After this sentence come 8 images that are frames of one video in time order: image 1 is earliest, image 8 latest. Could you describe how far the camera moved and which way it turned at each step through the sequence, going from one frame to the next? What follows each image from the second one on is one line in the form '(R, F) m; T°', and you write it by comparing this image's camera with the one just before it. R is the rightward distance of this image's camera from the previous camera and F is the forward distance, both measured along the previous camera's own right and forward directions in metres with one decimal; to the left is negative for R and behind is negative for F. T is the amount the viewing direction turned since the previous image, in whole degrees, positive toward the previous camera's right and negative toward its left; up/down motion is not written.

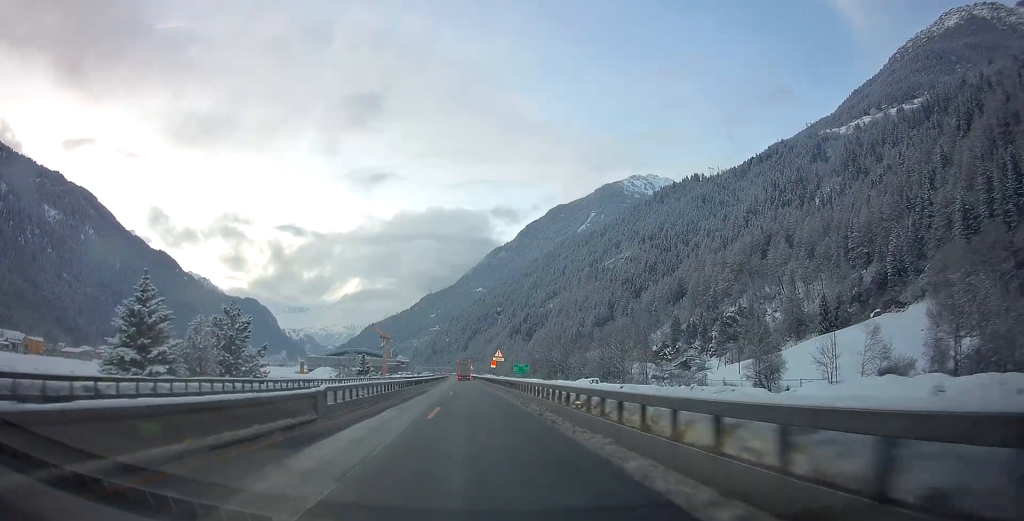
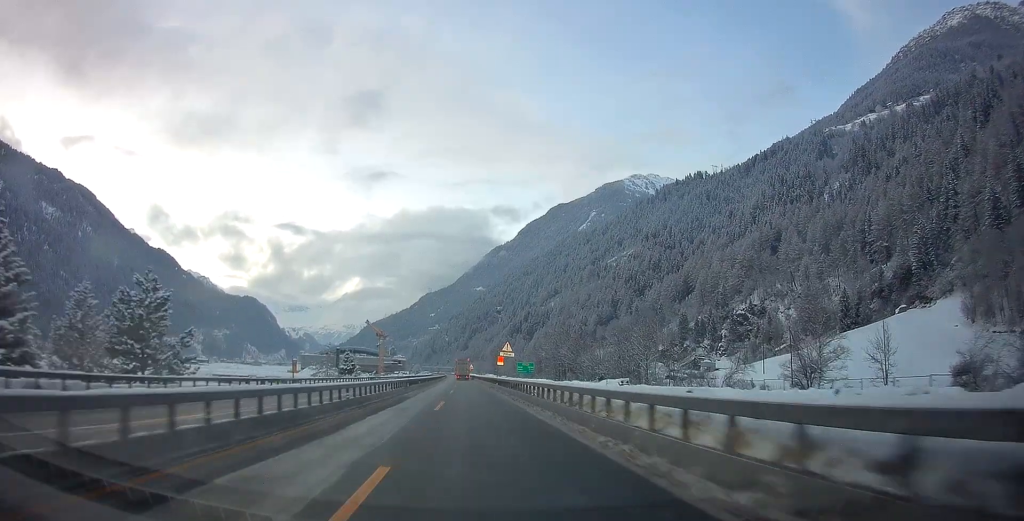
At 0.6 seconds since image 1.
(0.0, +14.3) m; 0°
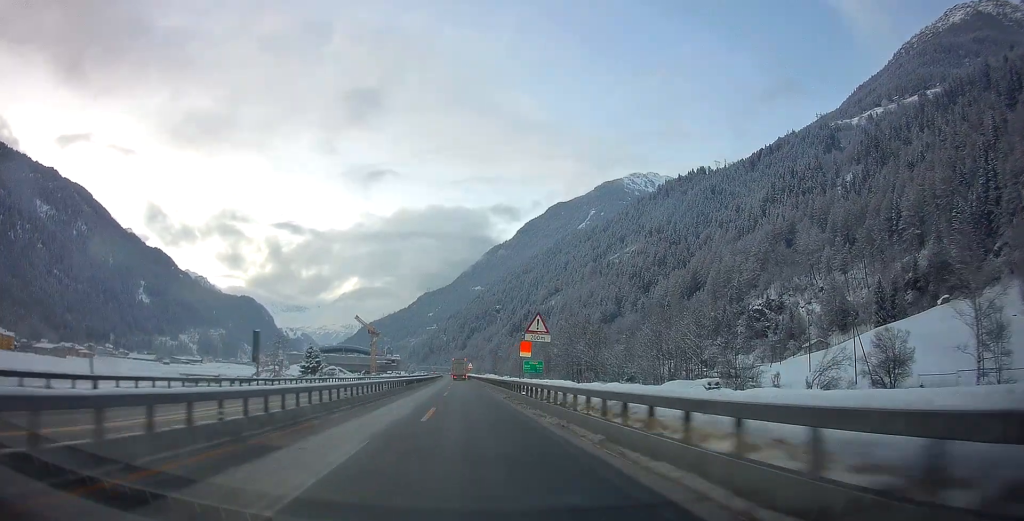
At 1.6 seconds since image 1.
(0.0, +23.0) m; -1°
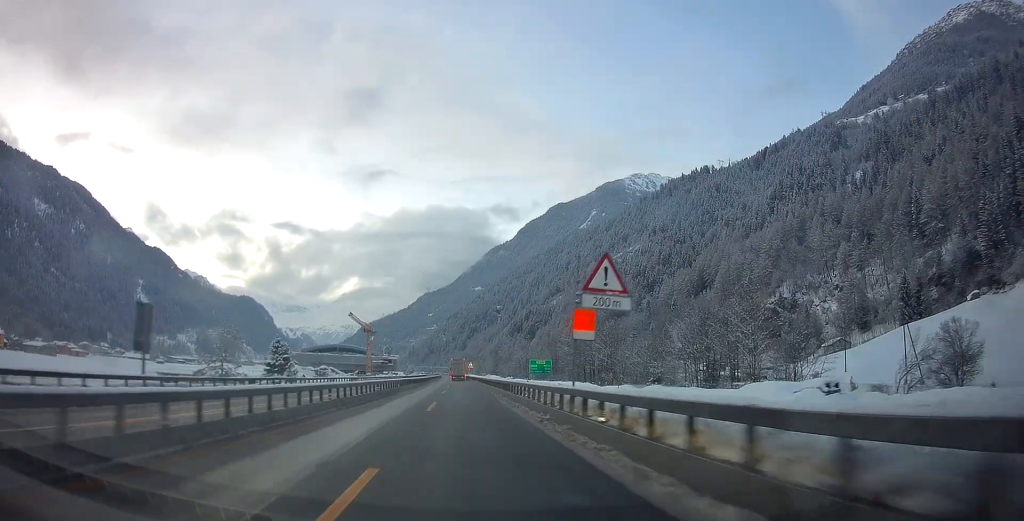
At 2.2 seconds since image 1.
(-0.1, +14.3) m; 0°
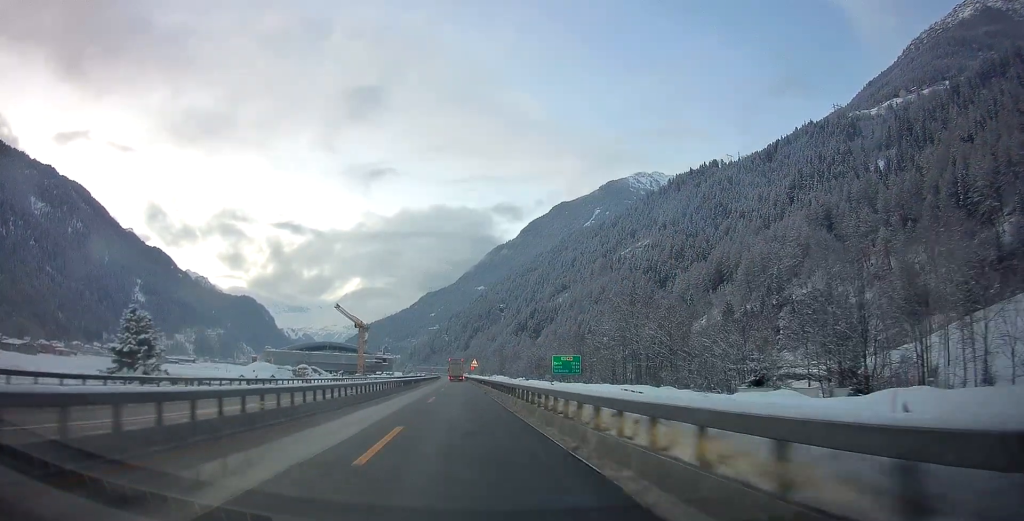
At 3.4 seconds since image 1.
(0.0, +30.2) m; 0°
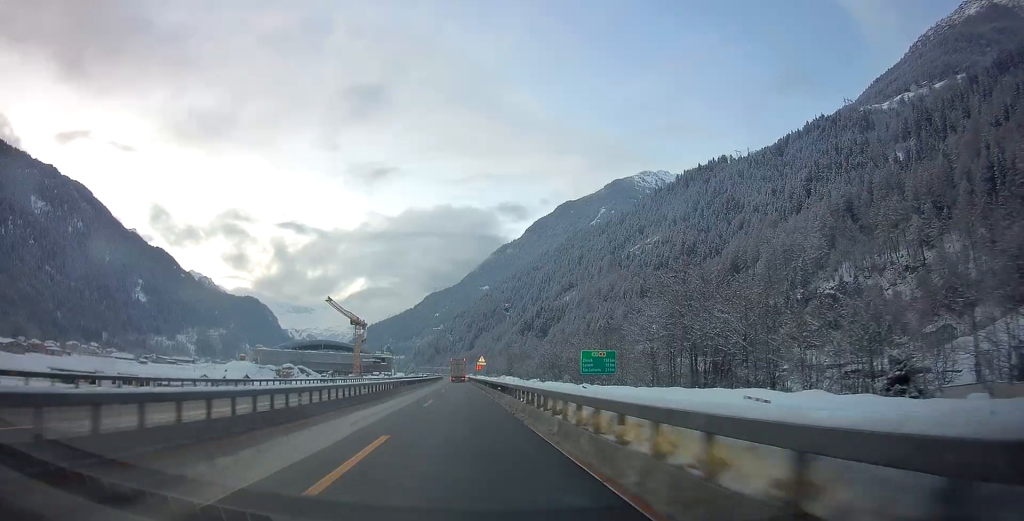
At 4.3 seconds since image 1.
(-0.1, +20.6) m; -1°
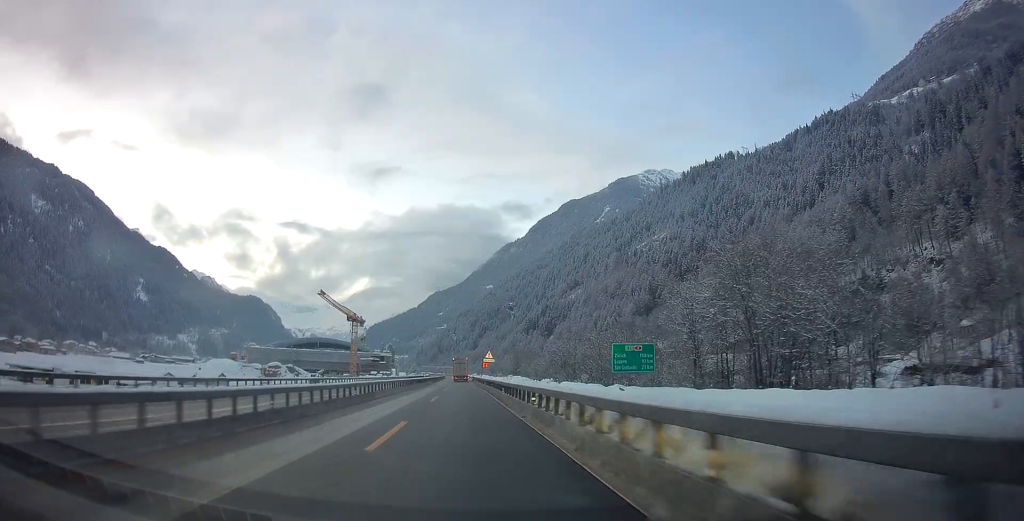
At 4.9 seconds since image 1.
(-0.1, +14.3) m; 0°
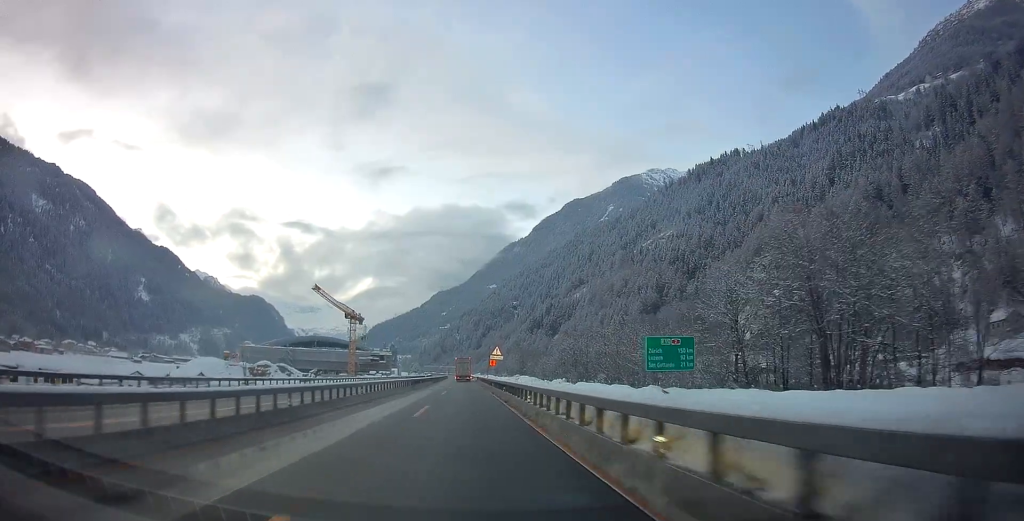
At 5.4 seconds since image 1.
(0.0, +11.1) m; 0°
